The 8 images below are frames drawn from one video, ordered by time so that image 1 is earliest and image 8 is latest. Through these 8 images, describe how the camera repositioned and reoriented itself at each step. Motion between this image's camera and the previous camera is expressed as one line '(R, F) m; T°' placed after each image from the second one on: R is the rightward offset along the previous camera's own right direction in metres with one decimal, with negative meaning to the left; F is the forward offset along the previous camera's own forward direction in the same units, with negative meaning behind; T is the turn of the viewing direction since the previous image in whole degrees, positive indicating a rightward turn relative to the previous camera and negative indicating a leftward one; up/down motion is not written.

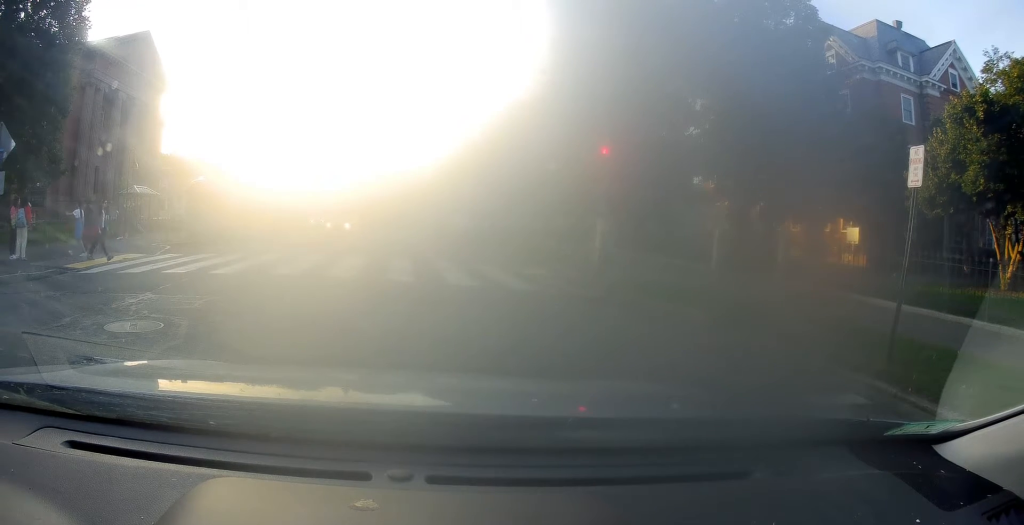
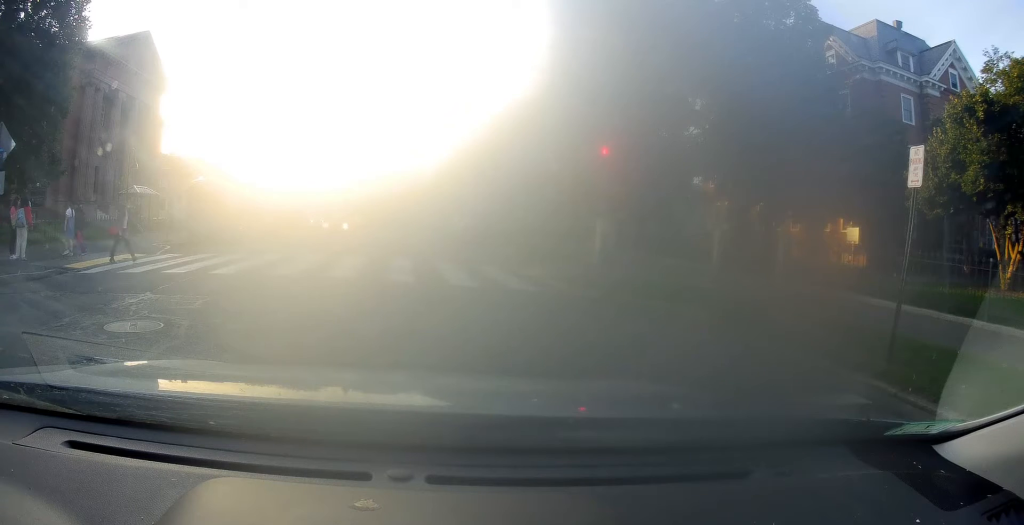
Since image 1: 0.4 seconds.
(0.0, 0.0) m; 0°
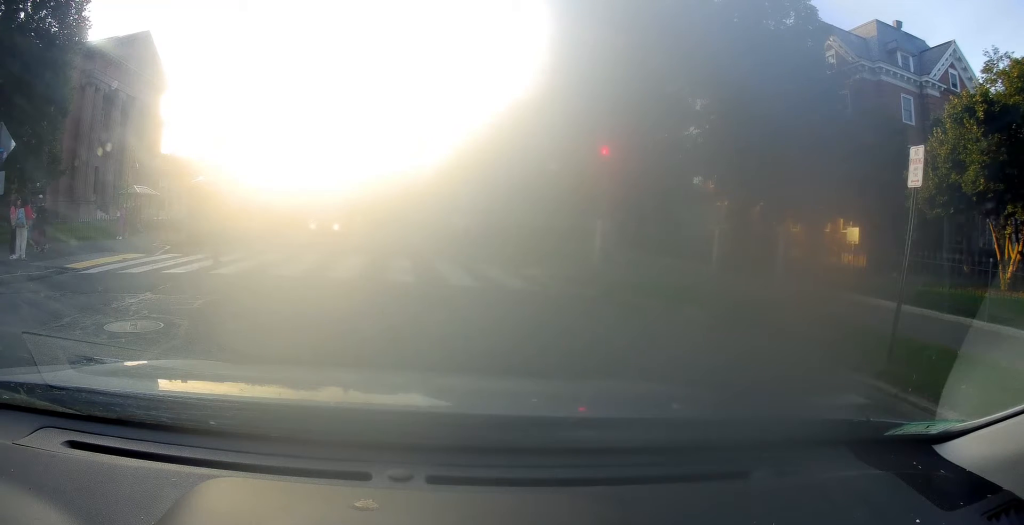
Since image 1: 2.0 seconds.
(+0.1, +0.2) m; 0°
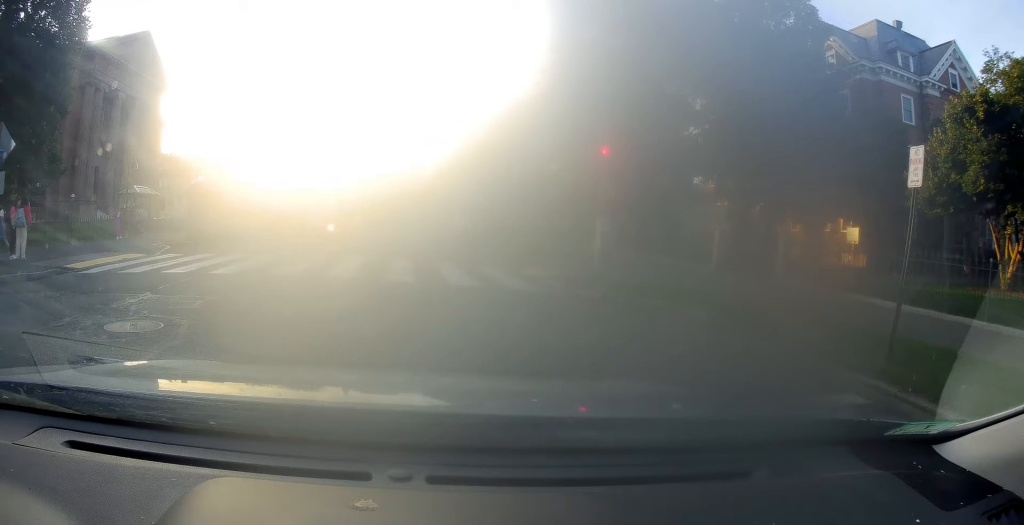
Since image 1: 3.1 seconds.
(0.0, 0.0) m; 0°
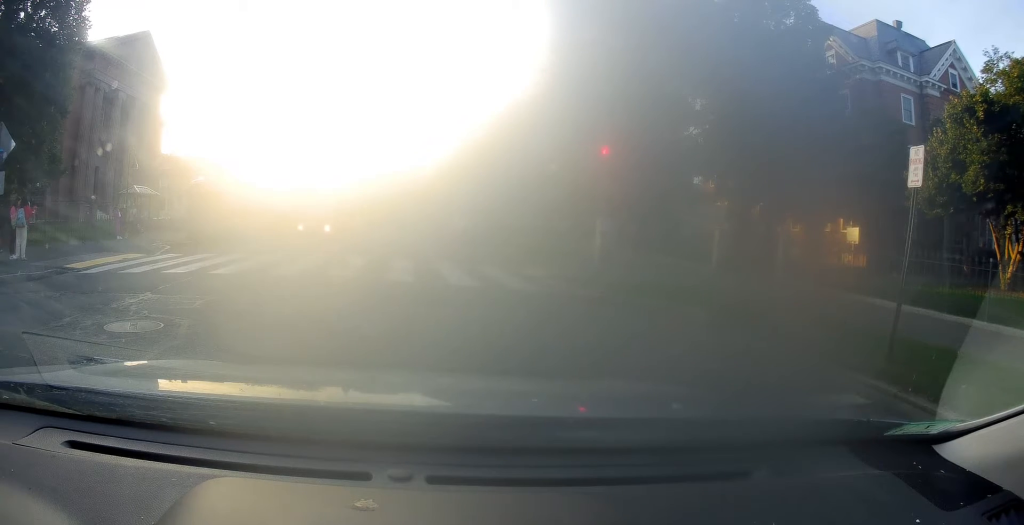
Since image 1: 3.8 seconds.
(0.0, 0.0) m; 0°
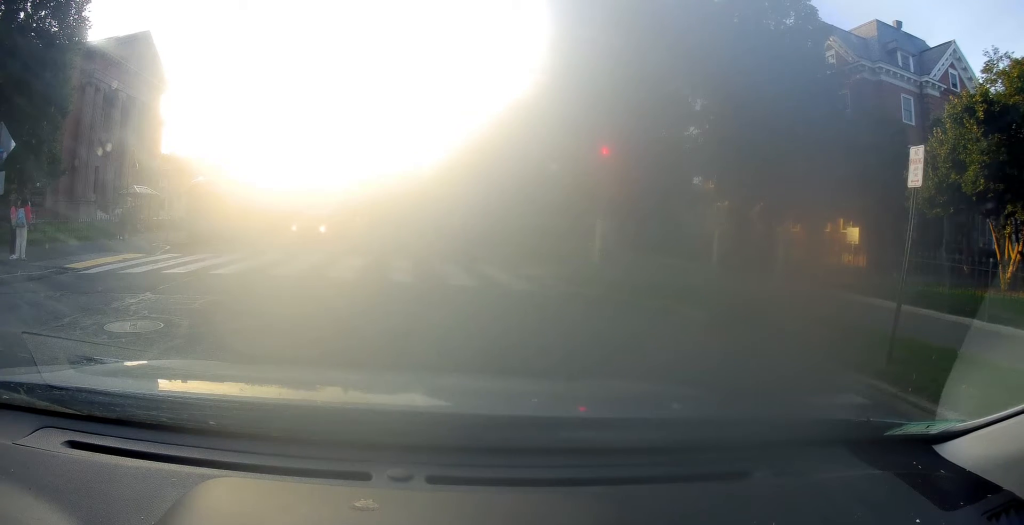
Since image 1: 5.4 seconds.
(-0.1, +0.3) m; 0°
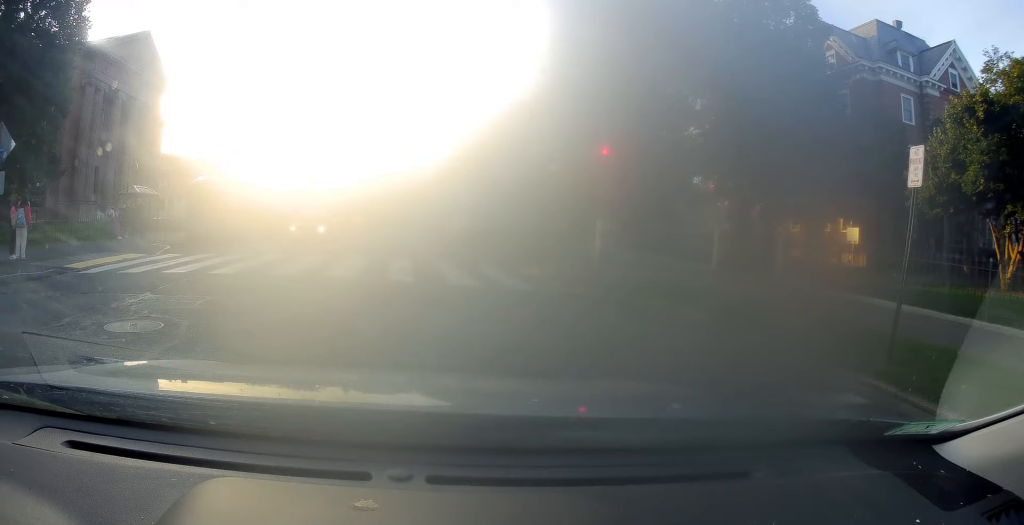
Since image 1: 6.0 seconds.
(0.0, 0.0) m; 0°
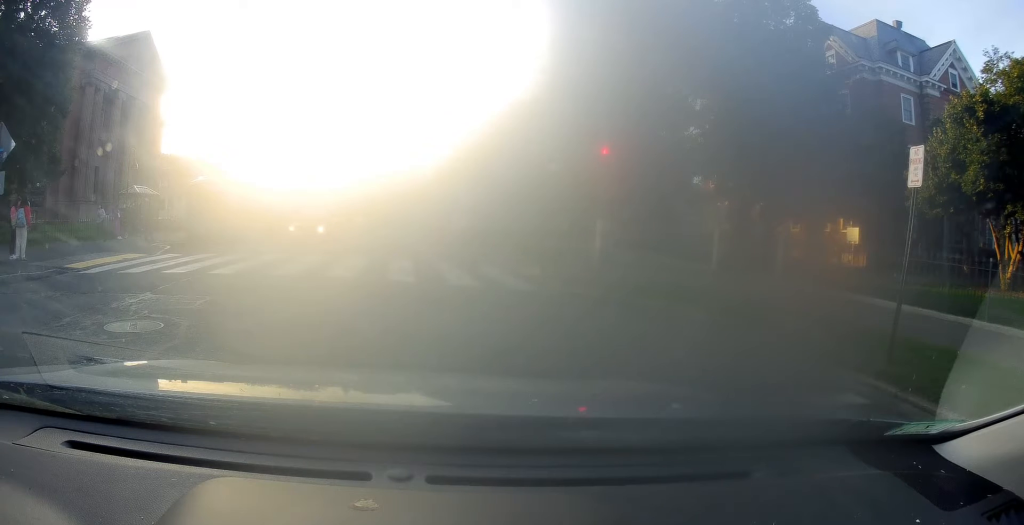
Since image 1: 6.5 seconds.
(0.0, 0.0) m; 0°
